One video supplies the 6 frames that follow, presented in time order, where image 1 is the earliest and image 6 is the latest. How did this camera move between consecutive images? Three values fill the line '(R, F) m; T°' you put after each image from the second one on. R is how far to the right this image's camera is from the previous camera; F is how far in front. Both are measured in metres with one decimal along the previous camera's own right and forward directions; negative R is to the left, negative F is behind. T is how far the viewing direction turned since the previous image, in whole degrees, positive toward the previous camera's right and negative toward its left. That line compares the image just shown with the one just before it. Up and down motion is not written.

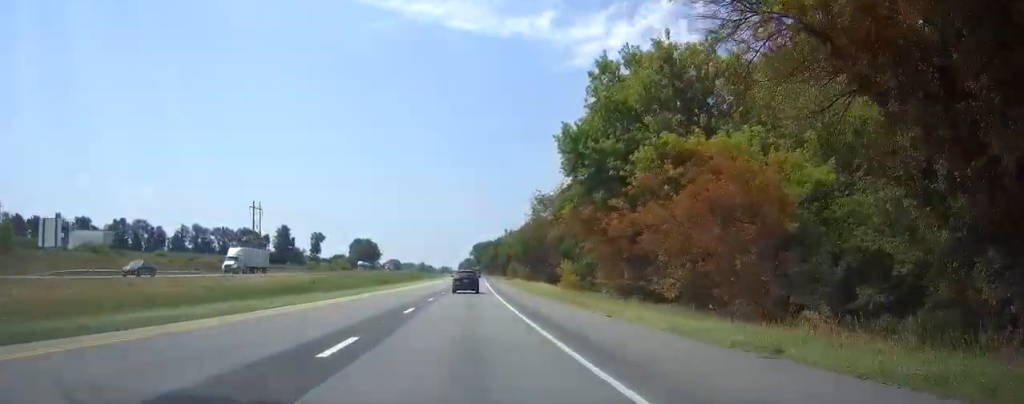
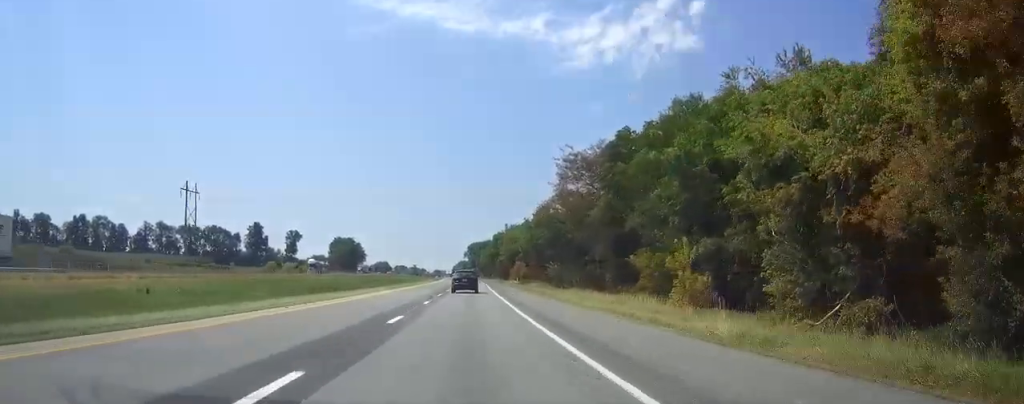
(+0.2, +40.9) m; +1°
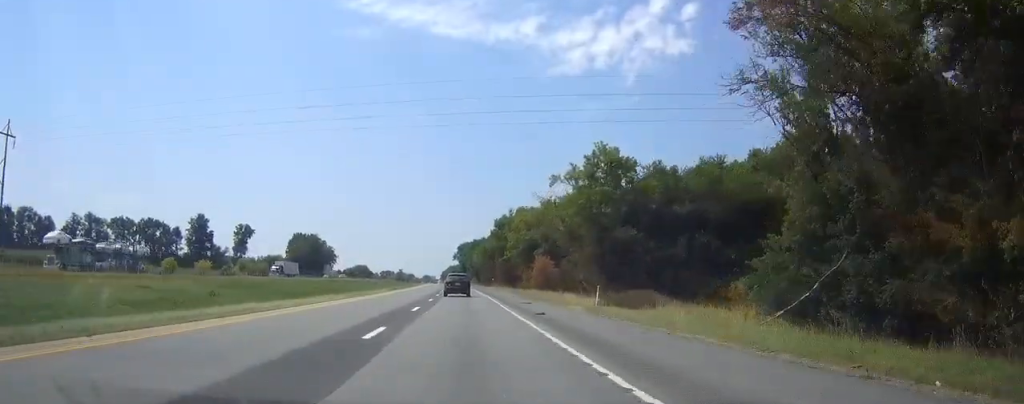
(+0.1, +64.3) m; 0°
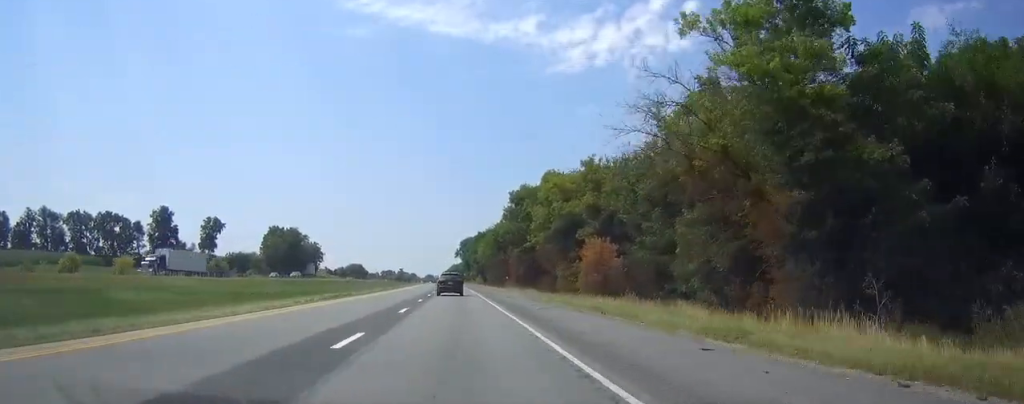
(0.0, +38.3) m; 0°
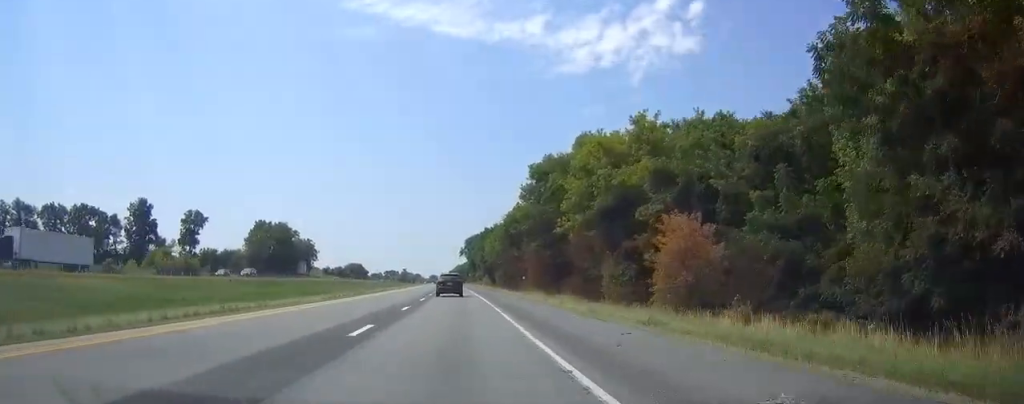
(0.0, +21.4) m; 0°
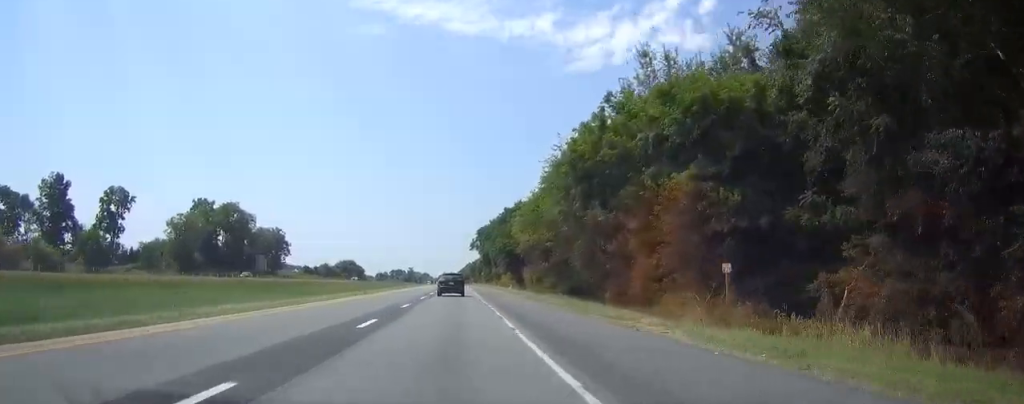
(-0.2, +58.4) m; -1°
